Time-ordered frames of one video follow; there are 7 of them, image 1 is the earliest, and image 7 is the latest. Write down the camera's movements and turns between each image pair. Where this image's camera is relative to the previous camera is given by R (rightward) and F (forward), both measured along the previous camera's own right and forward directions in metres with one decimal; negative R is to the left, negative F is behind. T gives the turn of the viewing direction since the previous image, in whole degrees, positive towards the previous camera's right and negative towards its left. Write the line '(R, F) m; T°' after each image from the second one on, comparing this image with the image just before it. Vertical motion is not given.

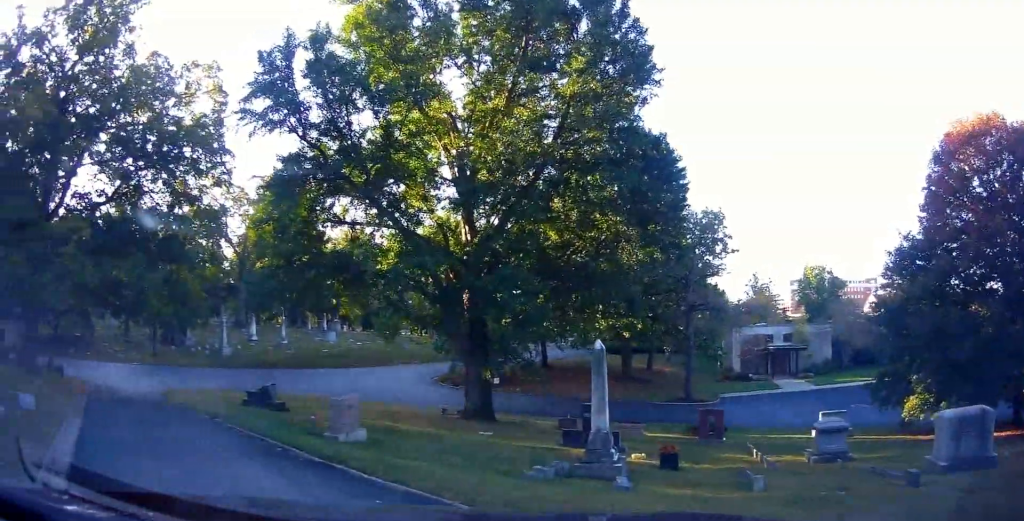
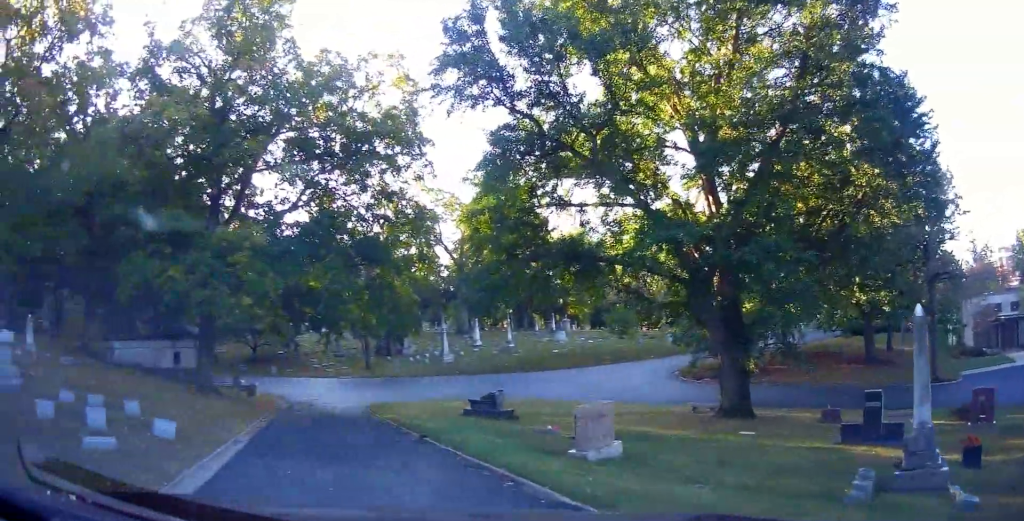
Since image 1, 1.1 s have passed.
(-0.7, +3.3) m; -31°
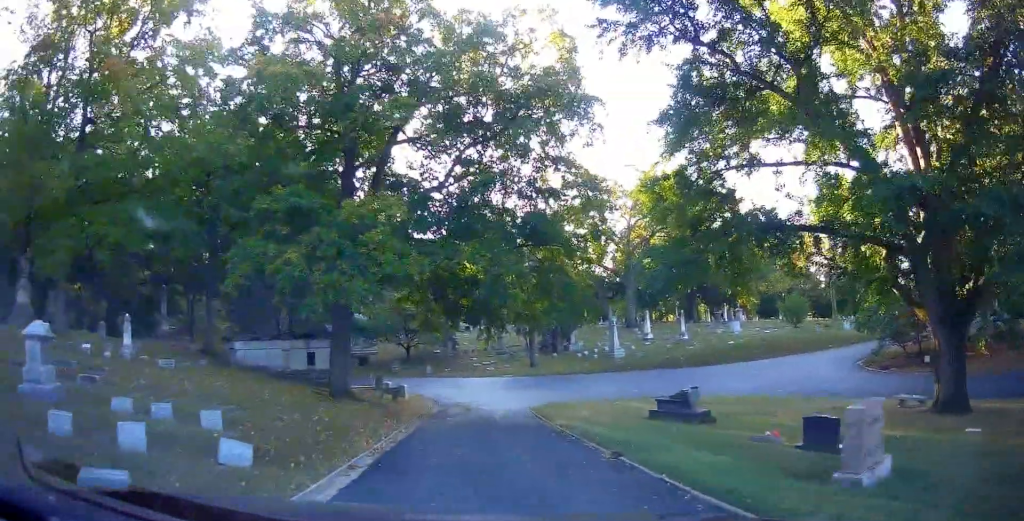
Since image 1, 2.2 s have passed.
(-1.1, +3.4) m; -22°
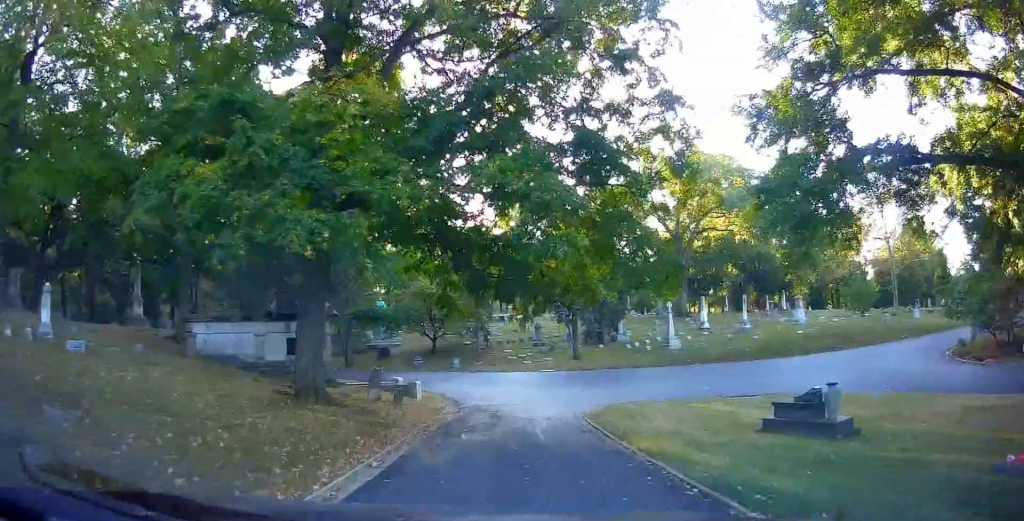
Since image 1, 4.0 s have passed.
(+1.0, +6.6) m; +12°
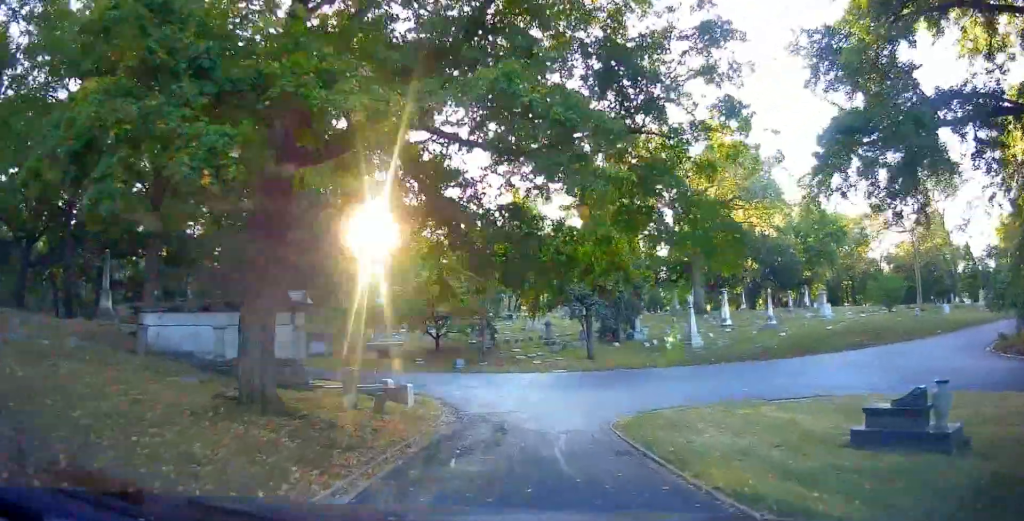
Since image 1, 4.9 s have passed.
(-0.1, +3.5) m; -4°
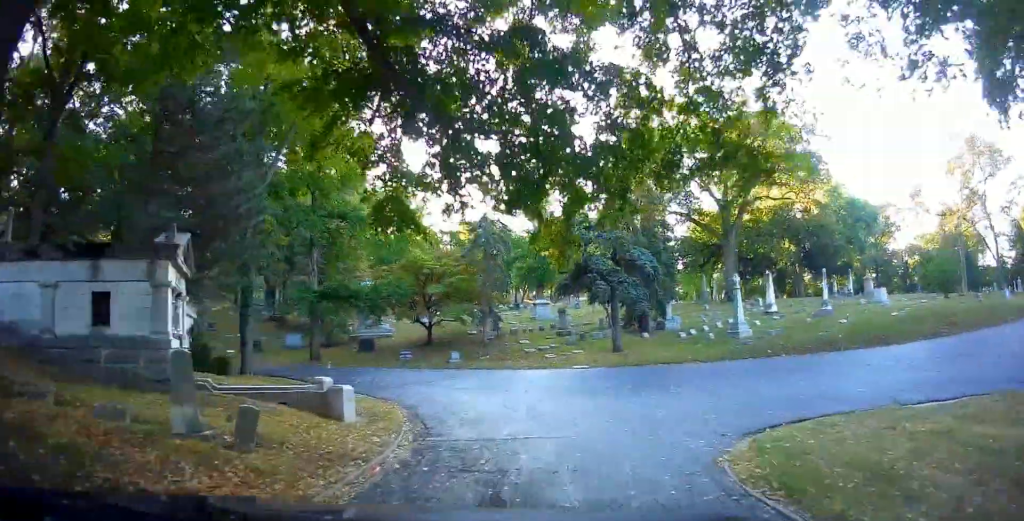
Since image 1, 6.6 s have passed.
(-0.5, +7.9) m; -4°
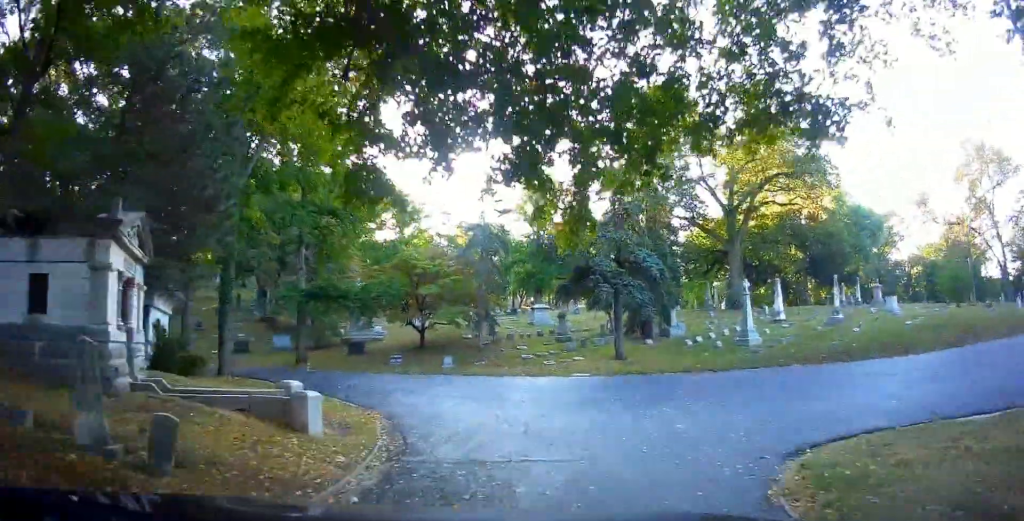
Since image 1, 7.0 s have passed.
(0.0, +2.0) m; 0°
